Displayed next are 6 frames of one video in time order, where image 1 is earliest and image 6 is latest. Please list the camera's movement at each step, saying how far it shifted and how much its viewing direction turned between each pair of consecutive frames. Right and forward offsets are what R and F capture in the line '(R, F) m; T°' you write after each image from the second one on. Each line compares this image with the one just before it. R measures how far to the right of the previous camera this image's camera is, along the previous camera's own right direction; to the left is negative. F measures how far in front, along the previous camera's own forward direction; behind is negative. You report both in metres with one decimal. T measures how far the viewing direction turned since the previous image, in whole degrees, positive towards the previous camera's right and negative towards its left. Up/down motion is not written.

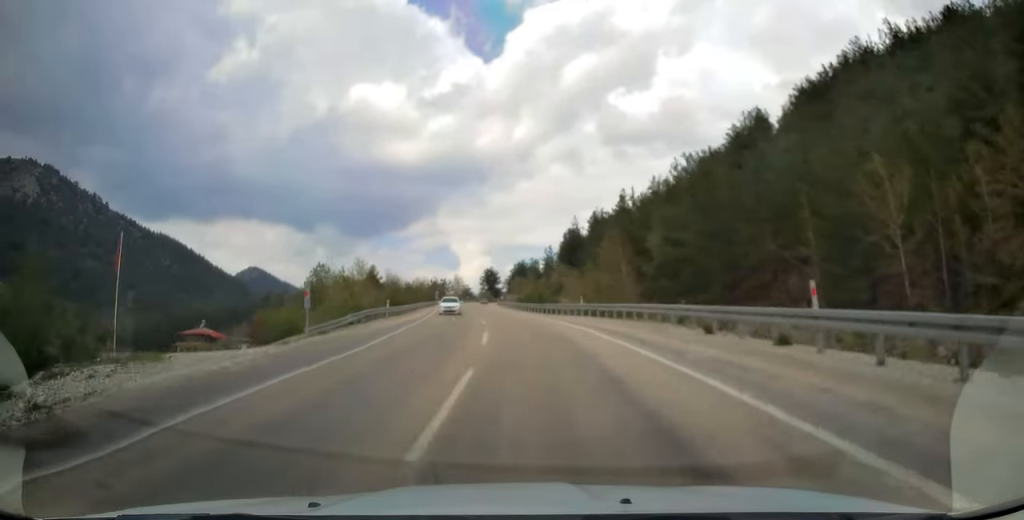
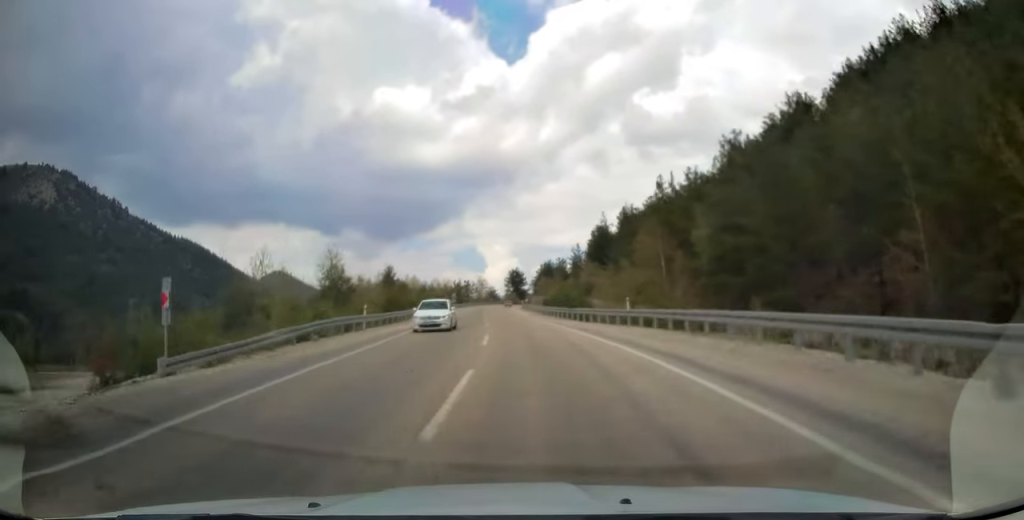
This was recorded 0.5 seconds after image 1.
(-0.1, +10.6) m; -3°
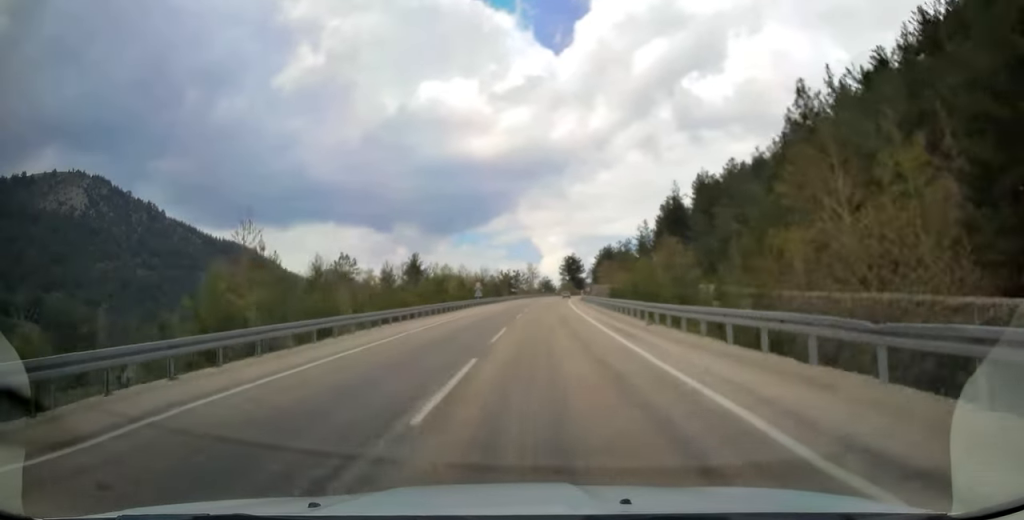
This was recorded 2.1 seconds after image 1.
(-2.1, +33.6) m; -5°
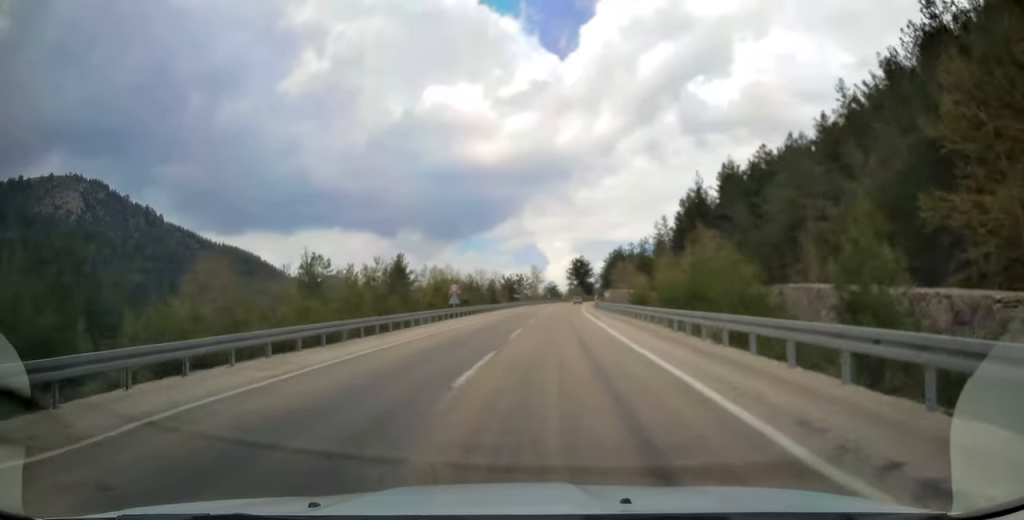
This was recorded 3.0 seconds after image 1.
(-0.3, +19.5) m; -1°
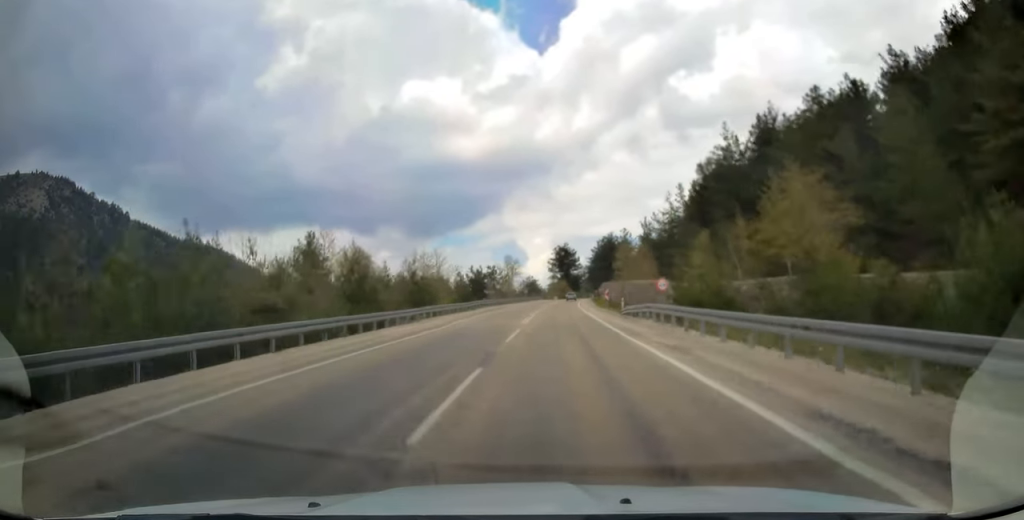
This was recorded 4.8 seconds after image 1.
(+0.1, +37.5) m; +1°
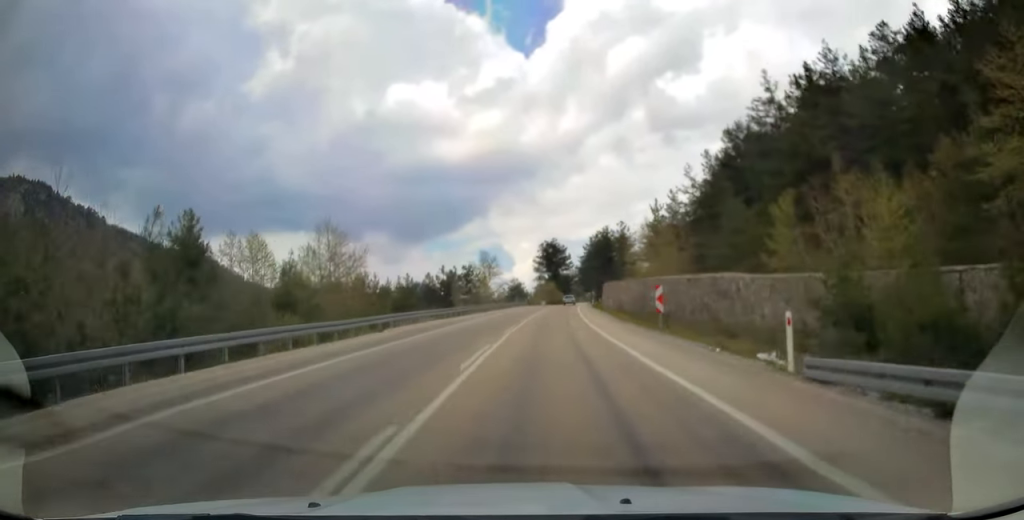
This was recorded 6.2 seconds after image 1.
(+0.5, +27.8) m; +2°
